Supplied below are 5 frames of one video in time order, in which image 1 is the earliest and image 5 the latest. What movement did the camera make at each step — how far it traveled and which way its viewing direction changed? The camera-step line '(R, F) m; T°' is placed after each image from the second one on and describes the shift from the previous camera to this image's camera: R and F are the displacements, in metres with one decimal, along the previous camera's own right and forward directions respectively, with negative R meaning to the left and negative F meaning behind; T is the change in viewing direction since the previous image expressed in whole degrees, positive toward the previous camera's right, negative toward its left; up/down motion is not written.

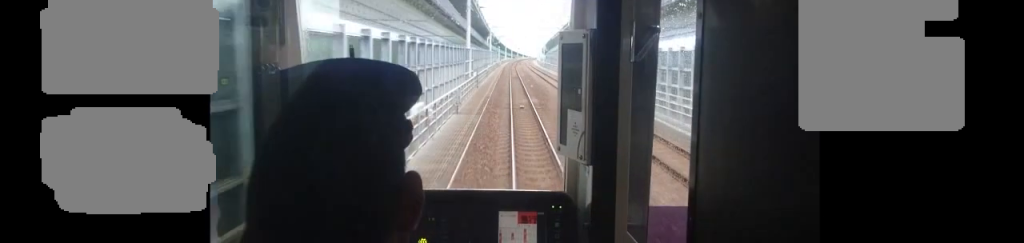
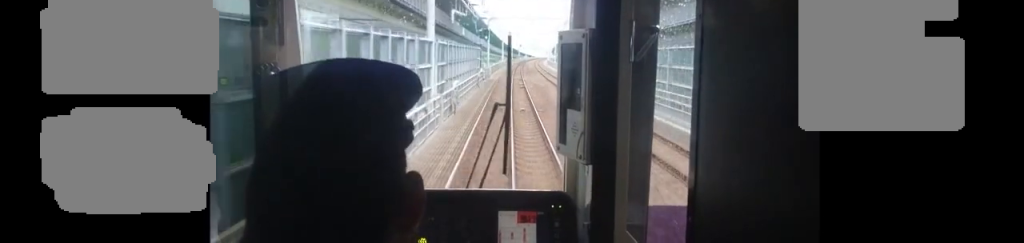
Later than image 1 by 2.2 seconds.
(-0.8, +56.2) m; -1°
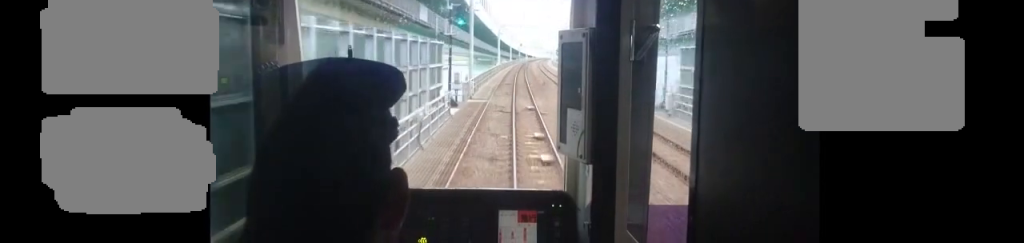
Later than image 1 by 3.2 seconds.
(+0.2, +23.7) m; +1°
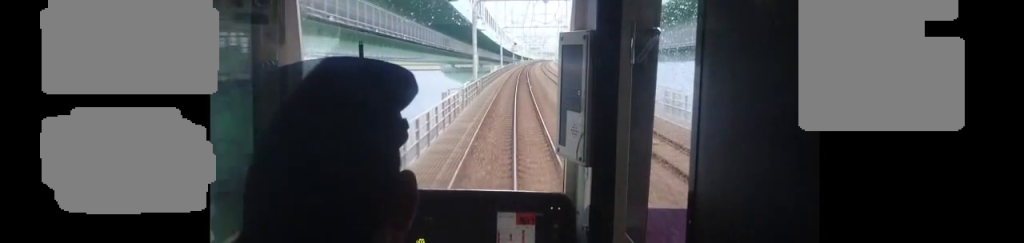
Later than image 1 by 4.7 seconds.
(+0.6, +35.9) m; +1°
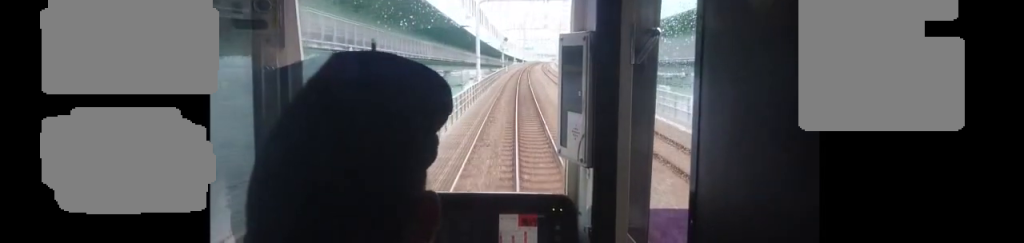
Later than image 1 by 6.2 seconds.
(-1.2, +36.6) m; -3°
